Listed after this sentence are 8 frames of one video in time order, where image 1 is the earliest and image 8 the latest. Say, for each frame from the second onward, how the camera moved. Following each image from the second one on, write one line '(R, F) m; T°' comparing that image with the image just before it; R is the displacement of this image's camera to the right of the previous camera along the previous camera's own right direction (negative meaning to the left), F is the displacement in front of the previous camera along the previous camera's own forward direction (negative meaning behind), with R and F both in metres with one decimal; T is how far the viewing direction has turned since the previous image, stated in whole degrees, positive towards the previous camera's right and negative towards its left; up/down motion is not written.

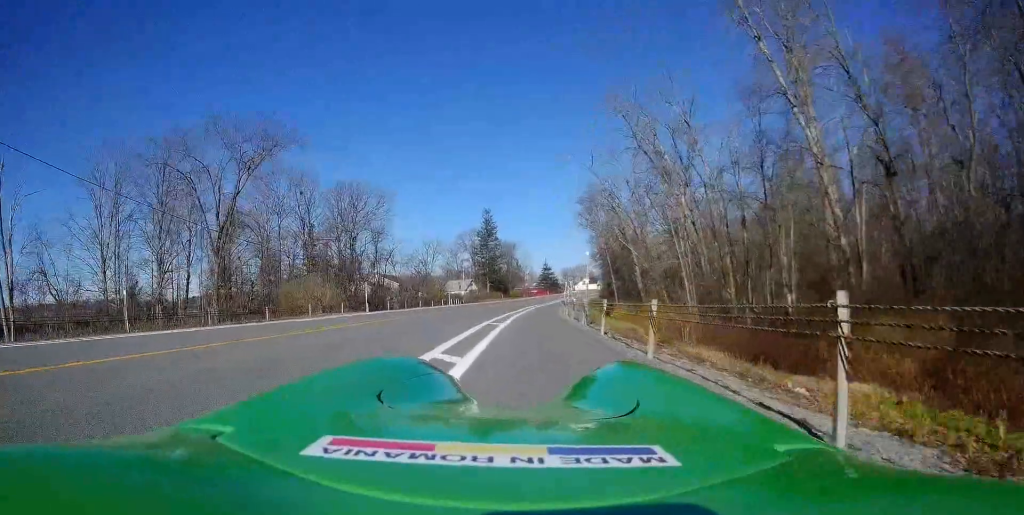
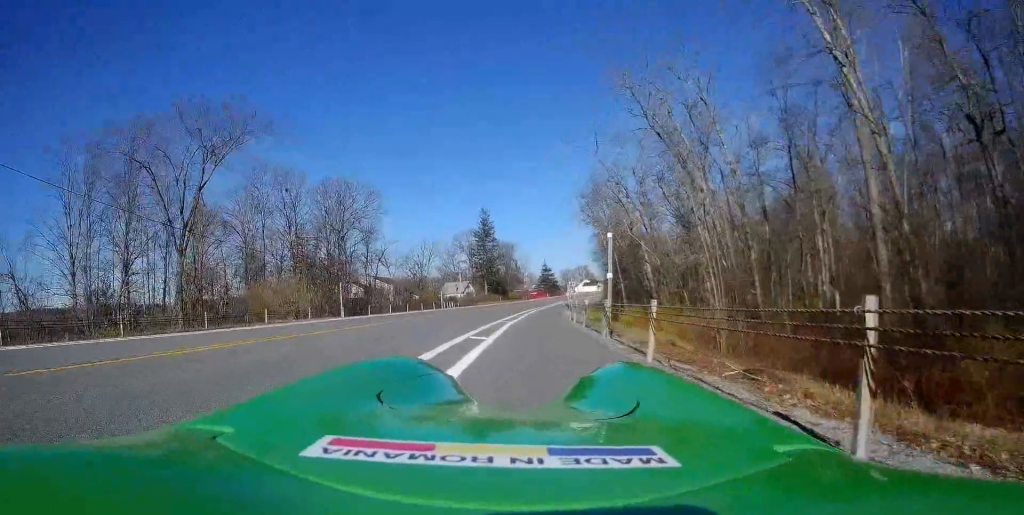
(0.0, +5.1) m; 0°
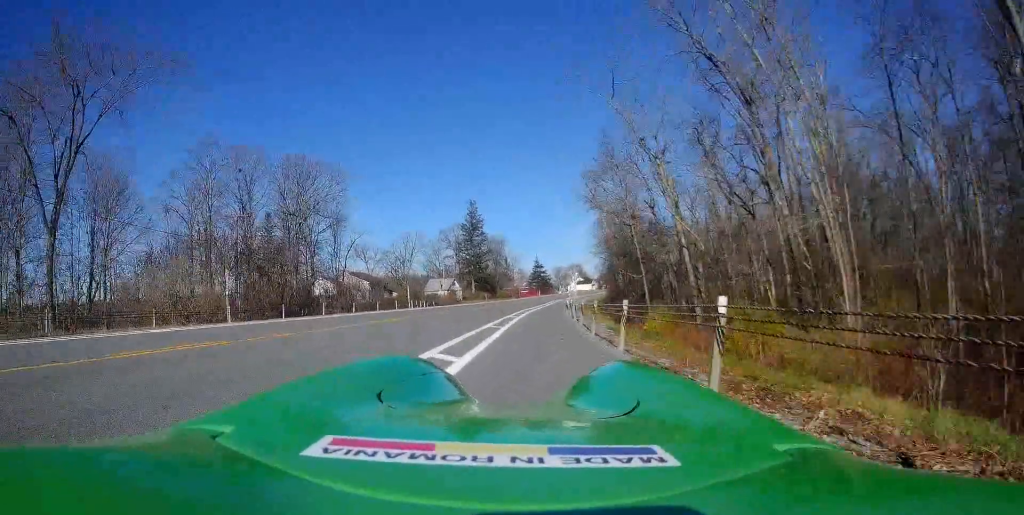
(0.0, +12.4) m; -2°
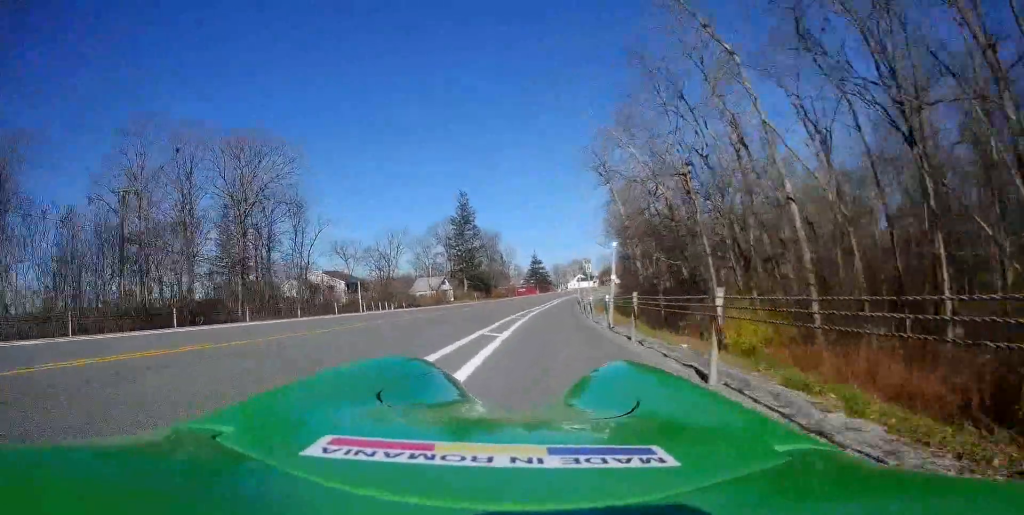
(-0.2, +13.7) m; +2°
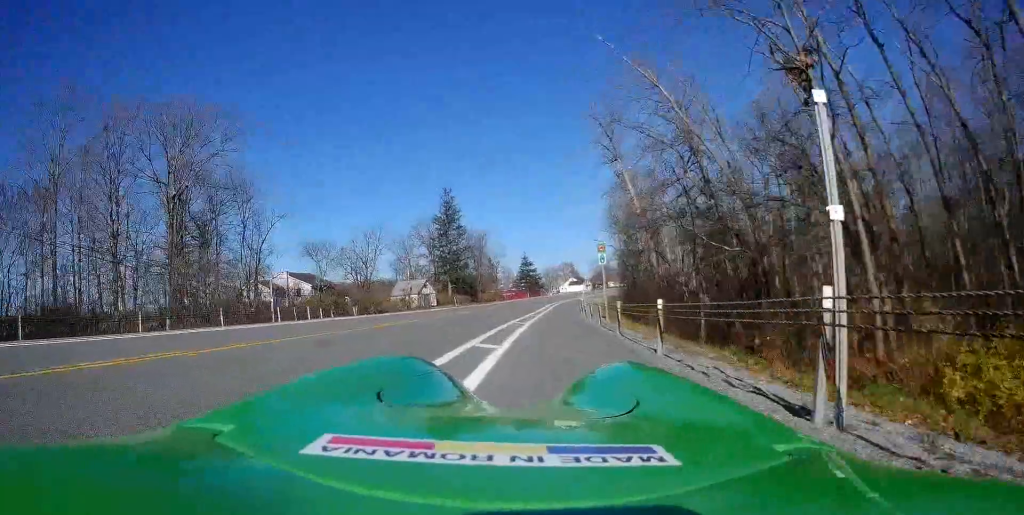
(+0.6, +11.7) m; +2°
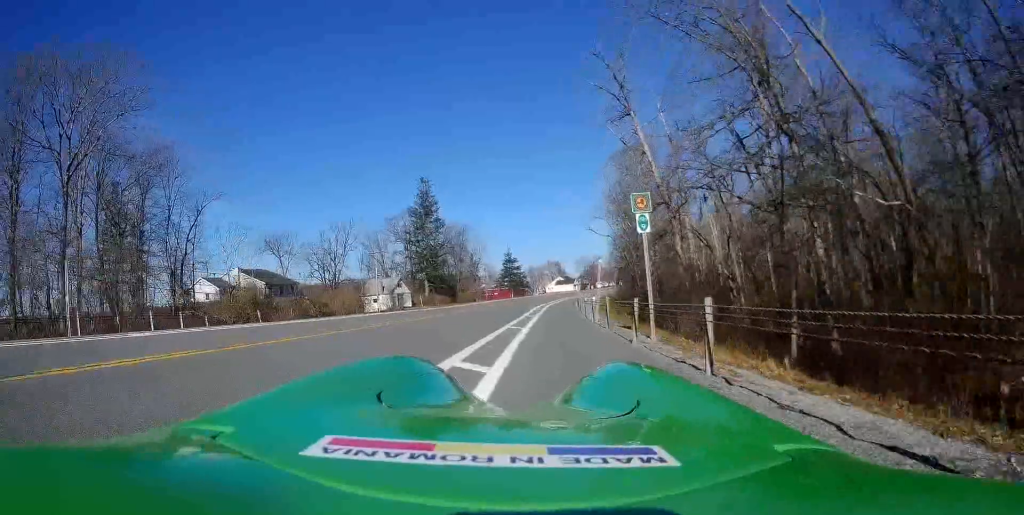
(-0.1, +11.8) m; +1°
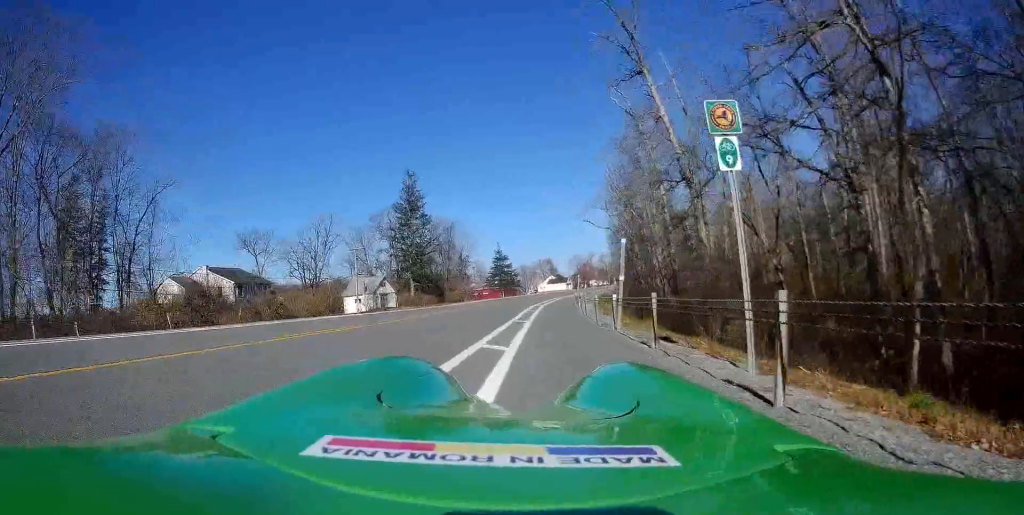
(+0.1, +6.6) m; +1°
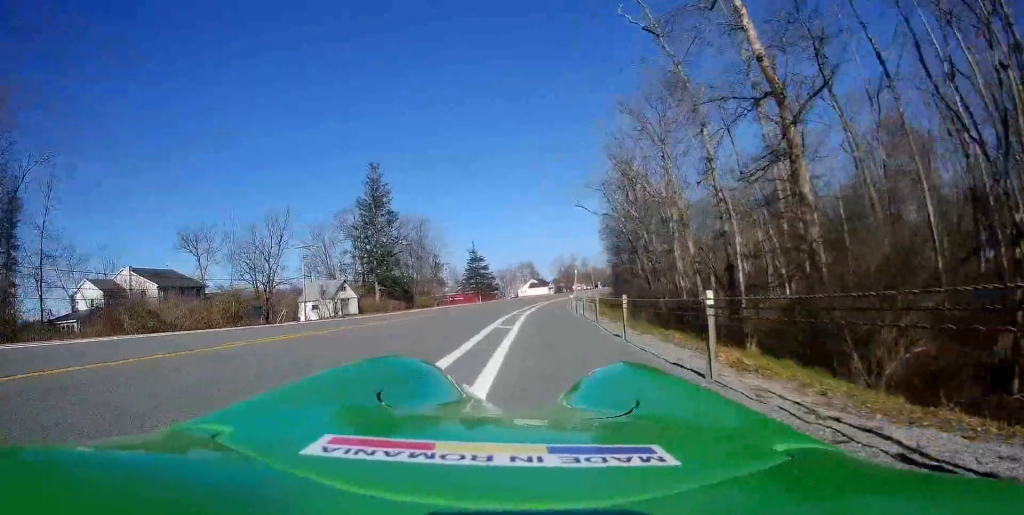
(0.0, +13.3) m; +1°
